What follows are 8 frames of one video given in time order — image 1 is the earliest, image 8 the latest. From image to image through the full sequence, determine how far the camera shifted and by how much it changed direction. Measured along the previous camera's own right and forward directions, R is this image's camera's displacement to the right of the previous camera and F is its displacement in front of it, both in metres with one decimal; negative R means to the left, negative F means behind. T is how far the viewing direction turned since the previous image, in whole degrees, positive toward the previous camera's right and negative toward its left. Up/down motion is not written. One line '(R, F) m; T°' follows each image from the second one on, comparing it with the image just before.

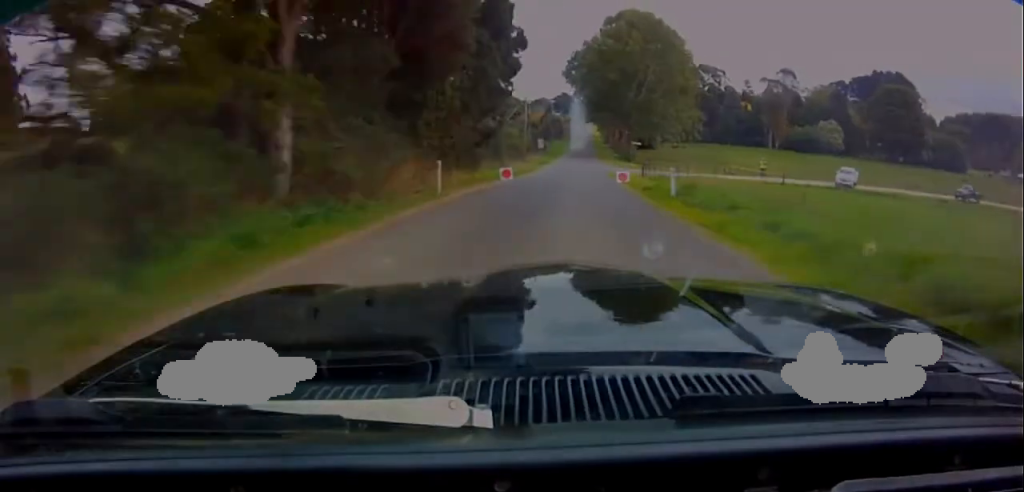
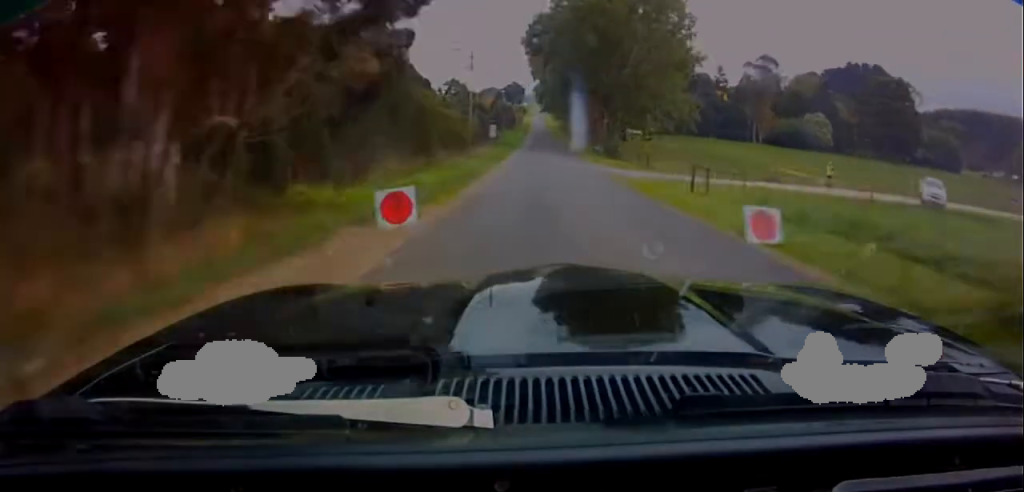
(+2.4, +21.3) m; +9°
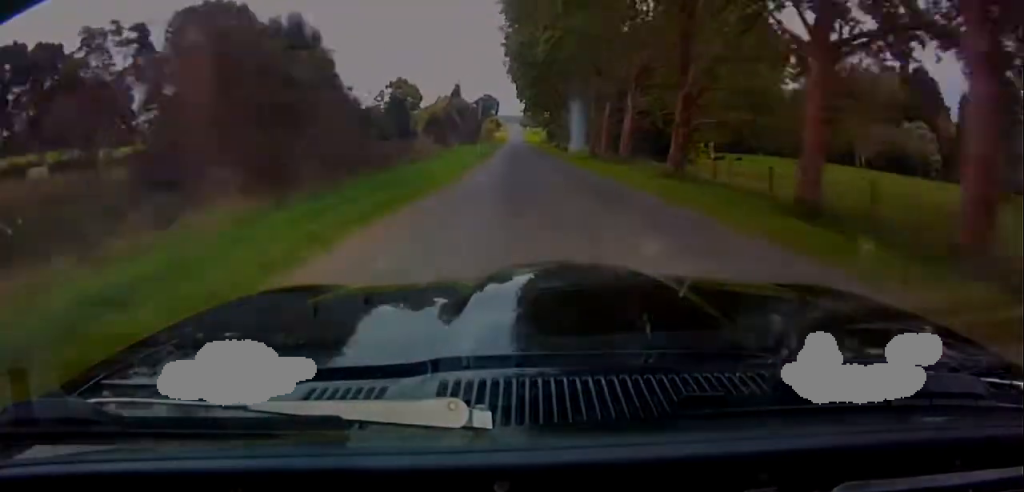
(+7.7, +56.6) m; +8°
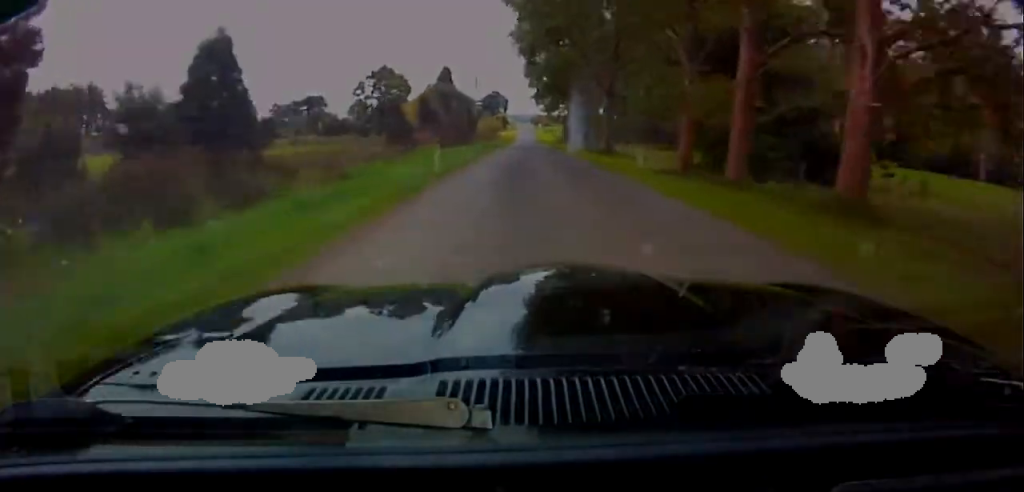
(+0.1, +28.2) m; 0°
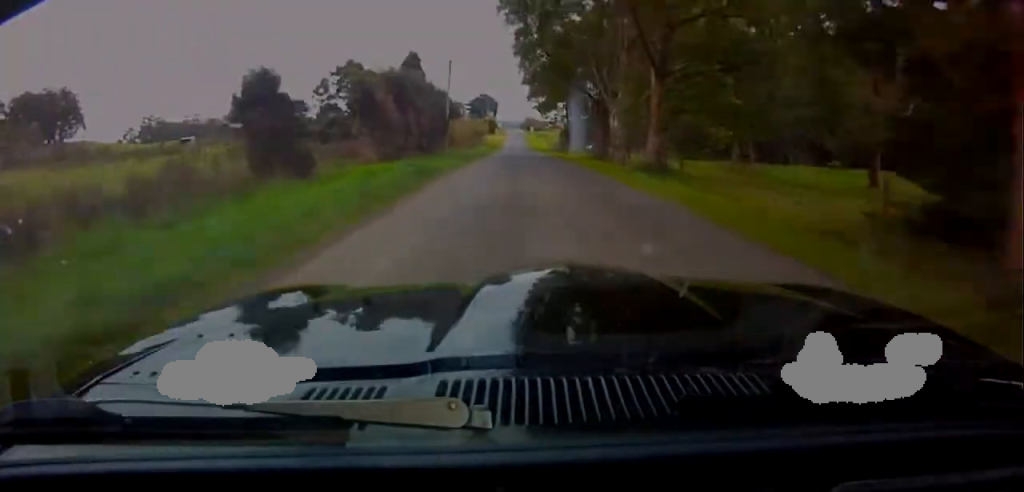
(+0.1, +19.7) m; -1°
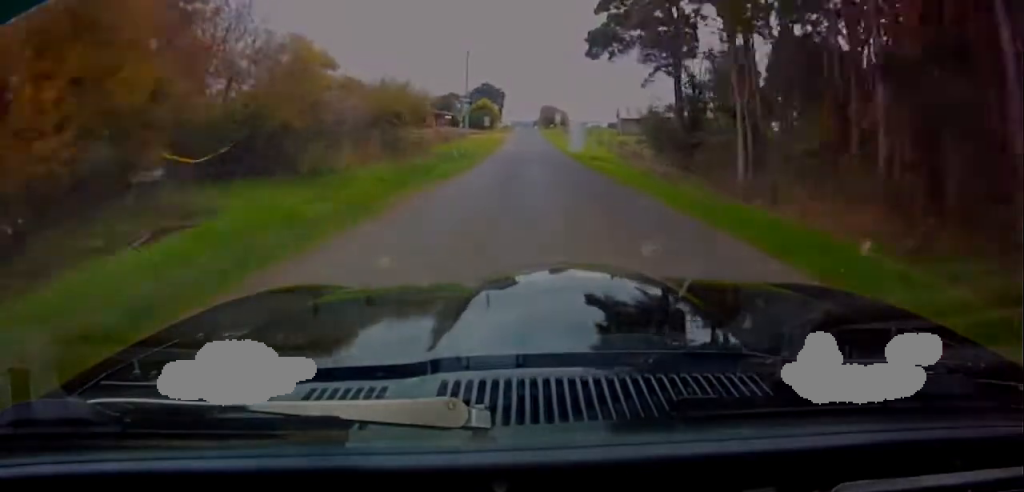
(-0.8, +70.5) m; -1°
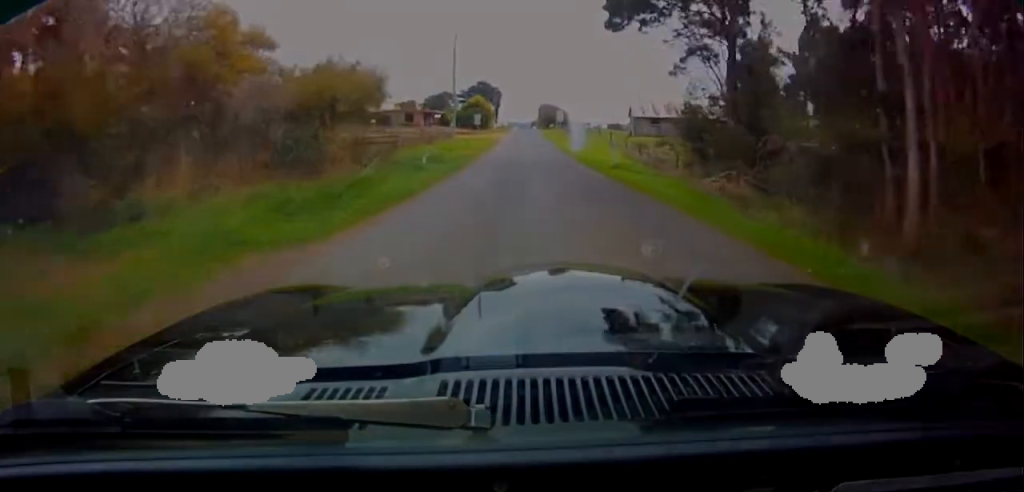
(0.0, +10.0) m; 0°
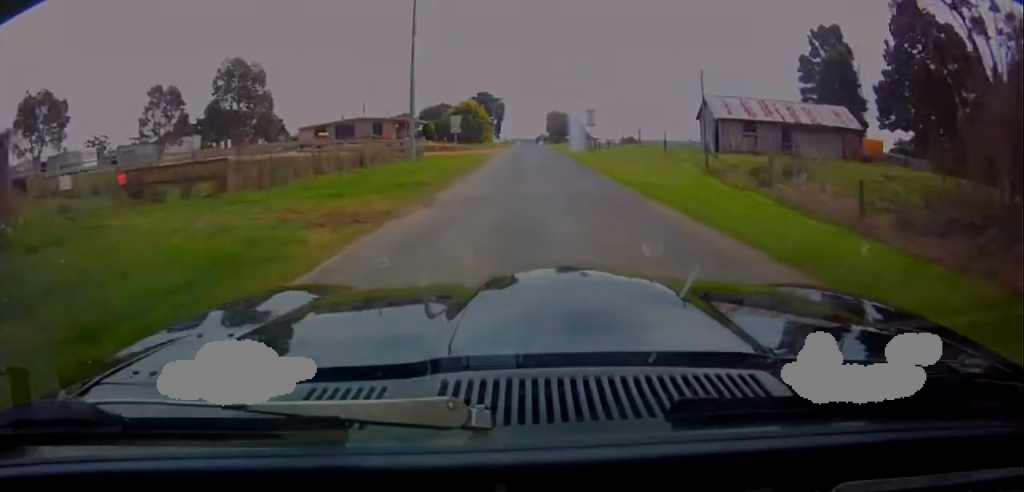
(-0.3, +22.8) m; 0°
